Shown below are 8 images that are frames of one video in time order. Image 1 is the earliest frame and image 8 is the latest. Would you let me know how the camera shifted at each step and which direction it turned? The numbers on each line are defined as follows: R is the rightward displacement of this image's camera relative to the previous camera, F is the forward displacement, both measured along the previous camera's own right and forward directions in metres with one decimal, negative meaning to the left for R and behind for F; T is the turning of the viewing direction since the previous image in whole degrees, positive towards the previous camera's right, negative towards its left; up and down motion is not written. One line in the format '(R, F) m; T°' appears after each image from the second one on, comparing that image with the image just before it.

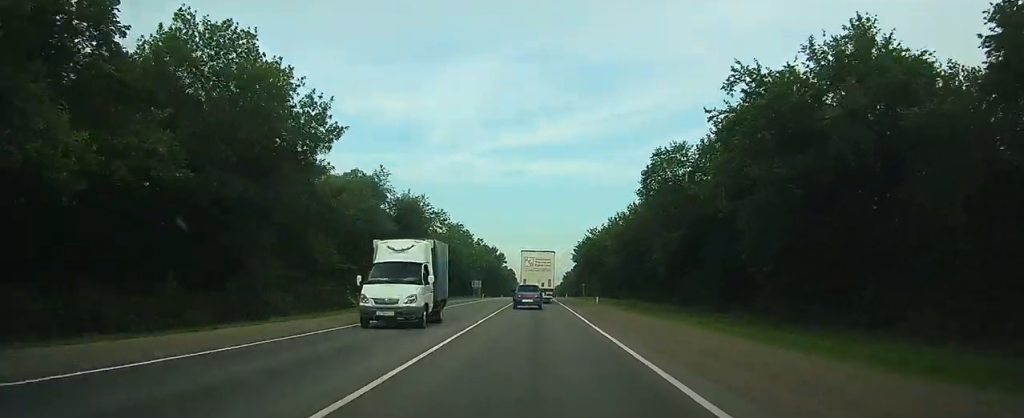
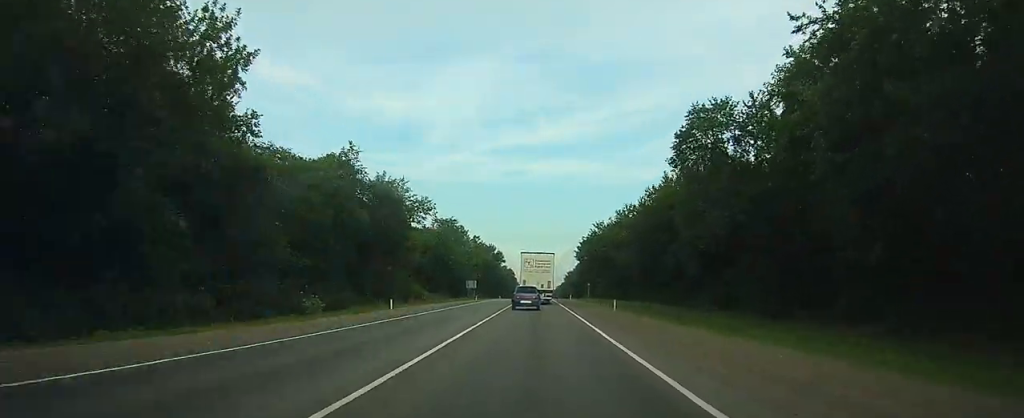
(0.0, +10.6) m; 0°
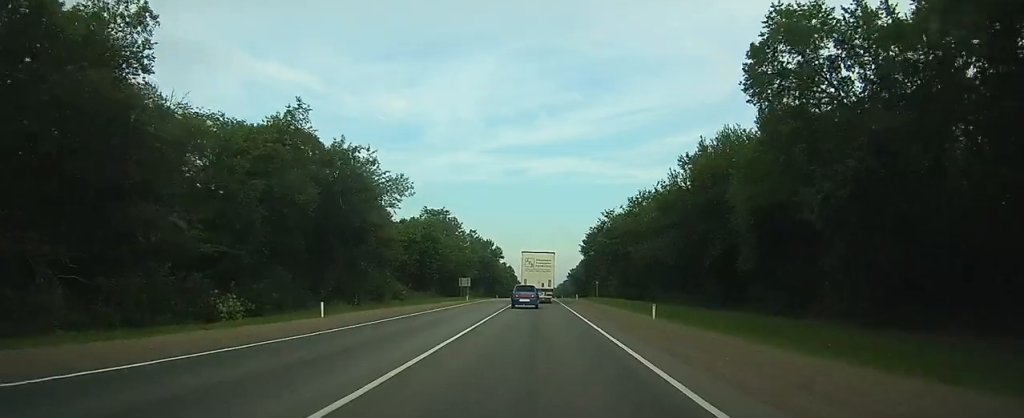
(0.0, +12.1) m; 0°
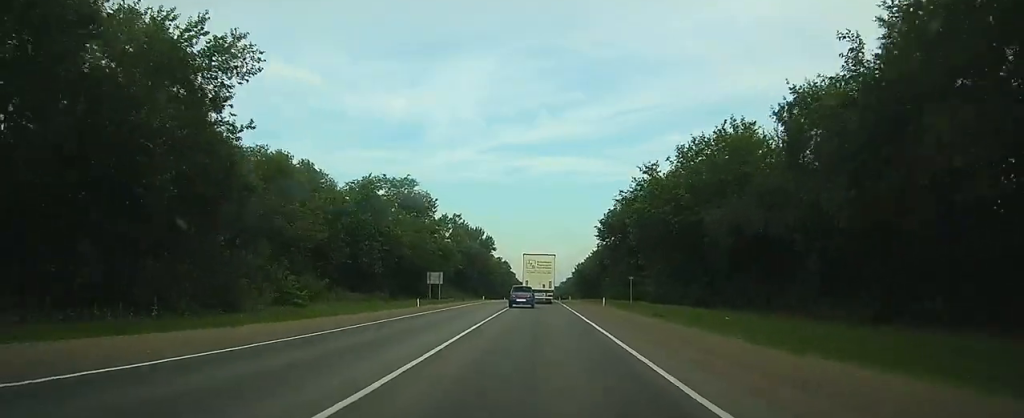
(-0.1, +30.3) m; 0°
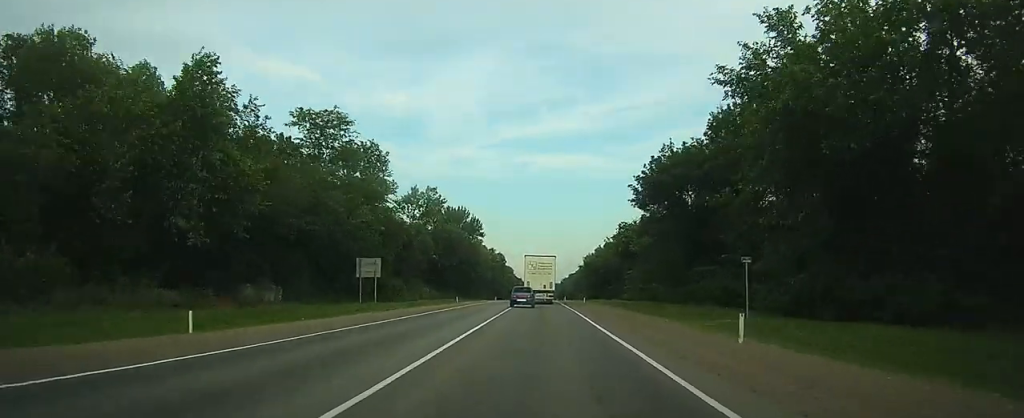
(0.0, +29.7) m; 0°
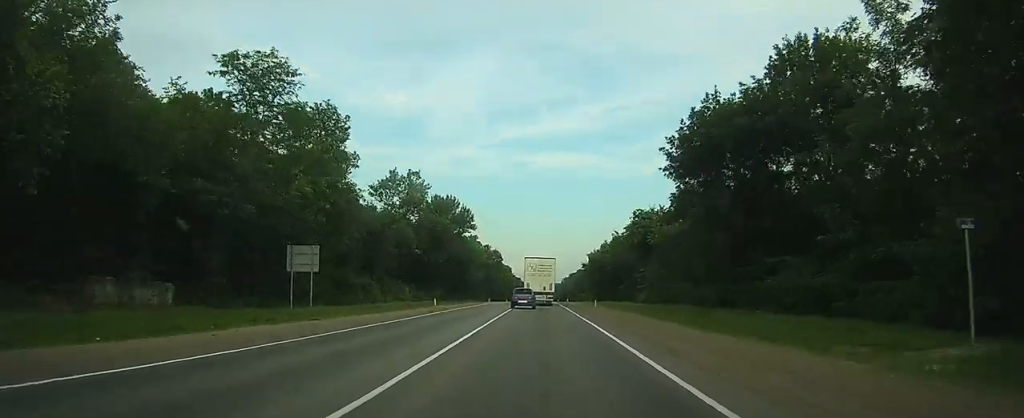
(0.0, +13.0) m; 0°
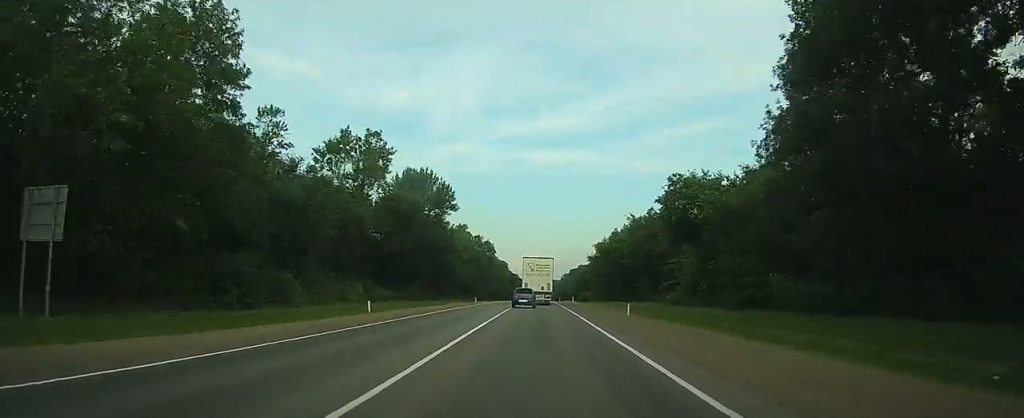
(0.0, +19.2) m; 0°
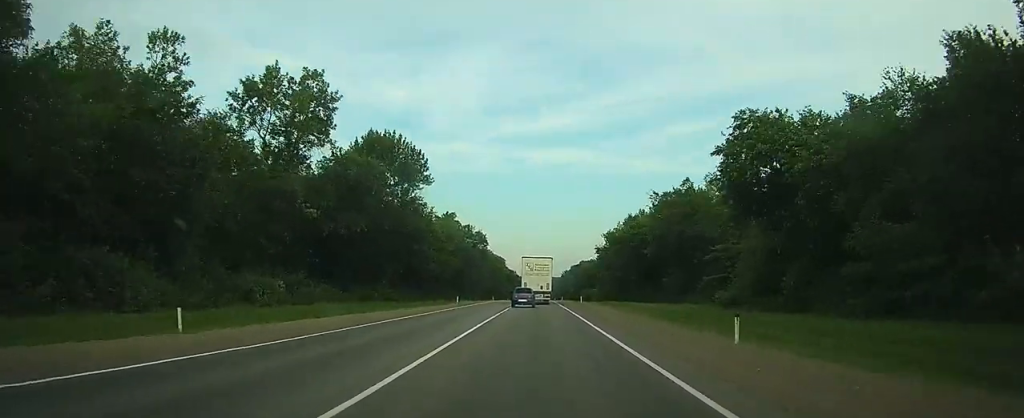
(0.0, +17.1) m; 0°
